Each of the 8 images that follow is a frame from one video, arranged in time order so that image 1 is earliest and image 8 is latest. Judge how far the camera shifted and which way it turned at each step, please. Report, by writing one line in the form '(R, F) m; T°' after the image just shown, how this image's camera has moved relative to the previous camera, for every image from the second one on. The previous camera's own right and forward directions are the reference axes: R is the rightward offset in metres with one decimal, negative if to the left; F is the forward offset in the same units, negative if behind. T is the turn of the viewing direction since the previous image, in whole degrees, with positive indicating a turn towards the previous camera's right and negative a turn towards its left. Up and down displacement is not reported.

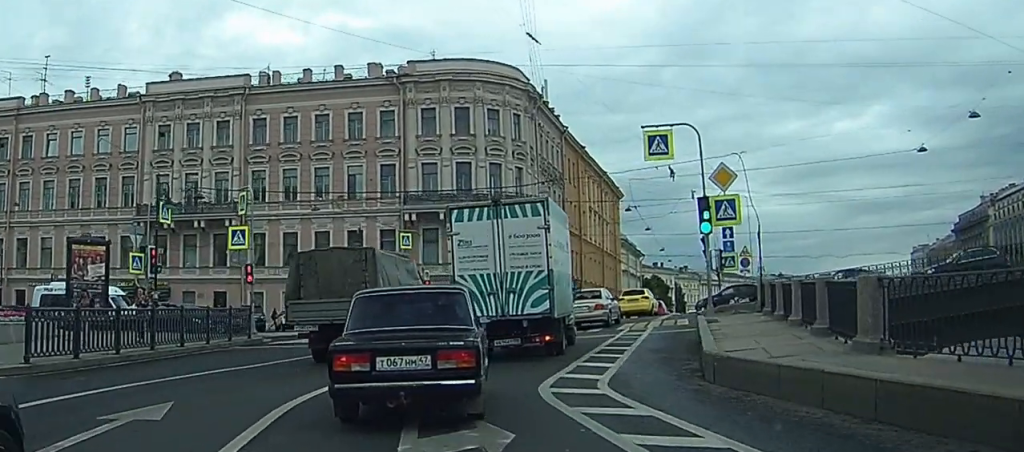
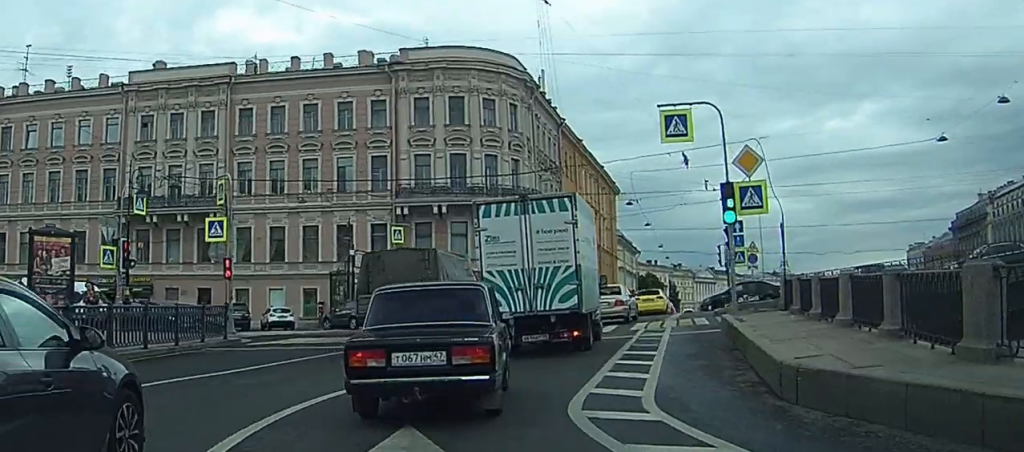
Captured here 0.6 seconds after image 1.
(+0.1, +2.7) m; +5°
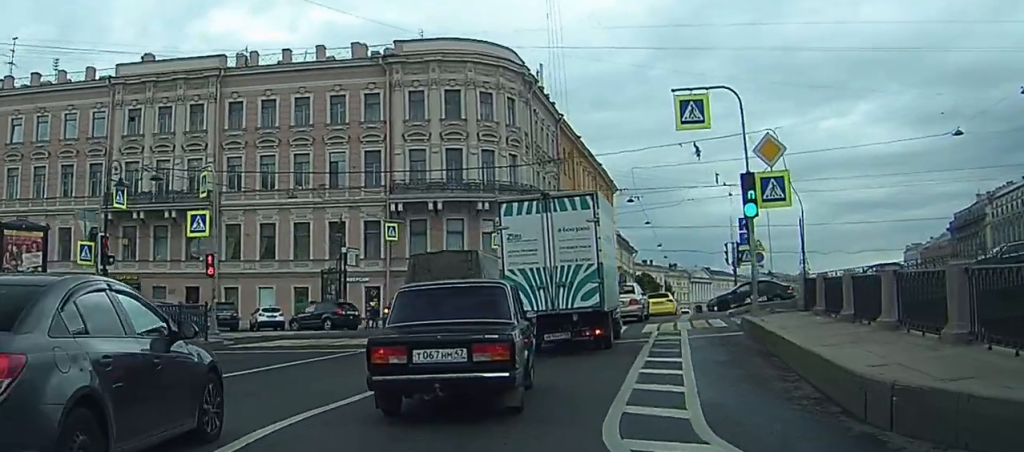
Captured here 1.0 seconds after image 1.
(0.0, +2.0) m; +3°
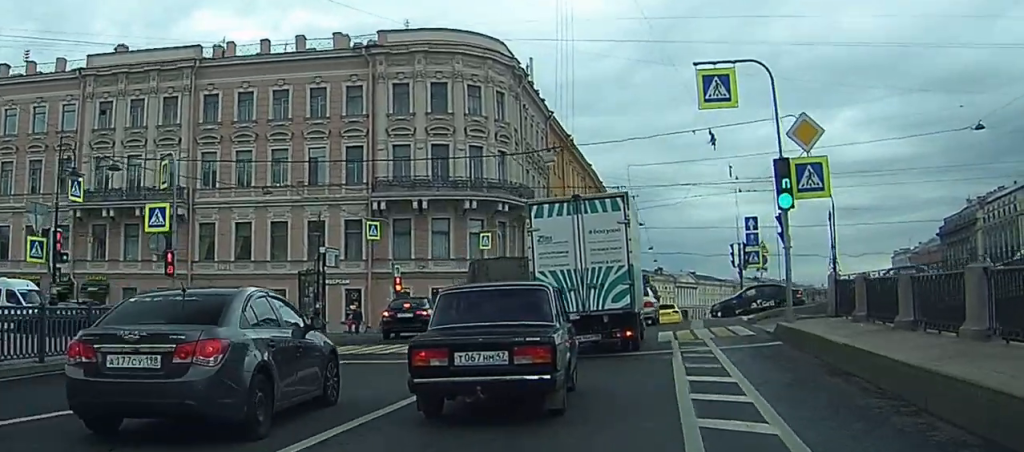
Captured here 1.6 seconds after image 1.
(+0.2, +3.4) m; +3°
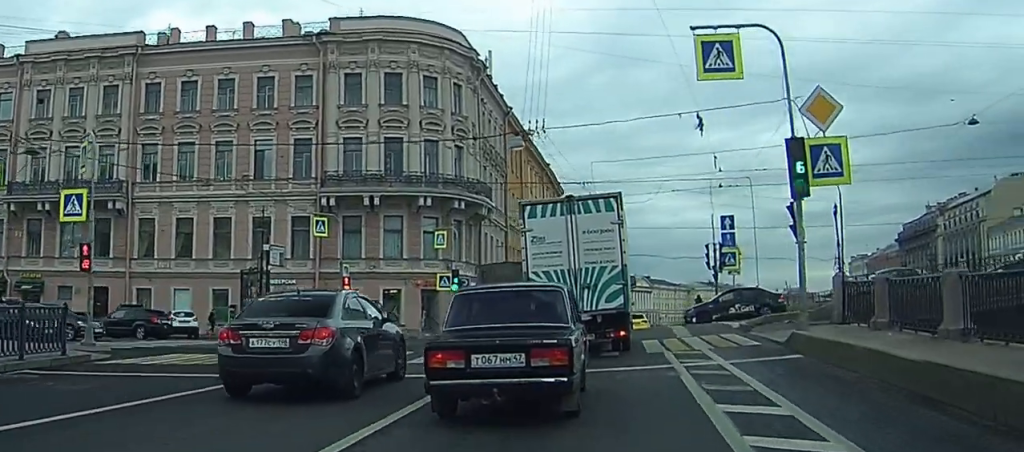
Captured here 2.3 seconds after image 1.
(0.0, +3.5) m; +1°
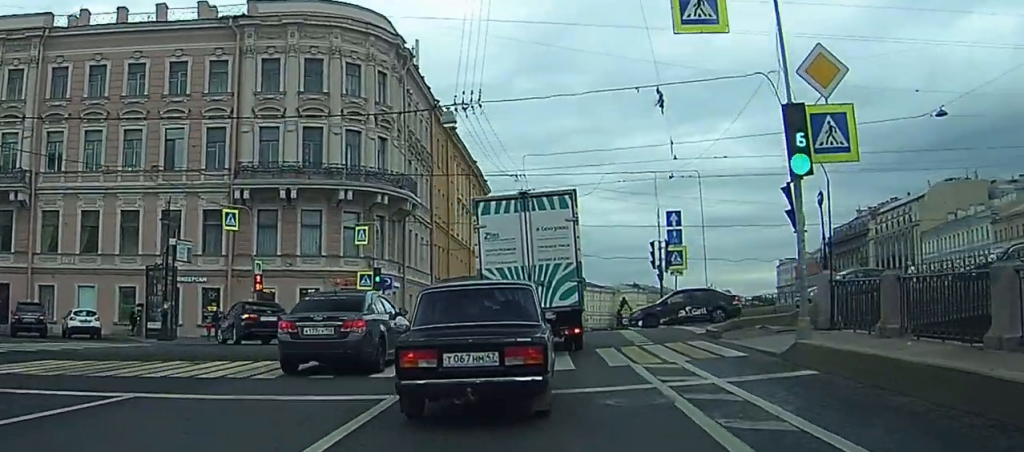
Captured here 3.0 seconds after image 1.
(0.0, +3.5) m; +1°
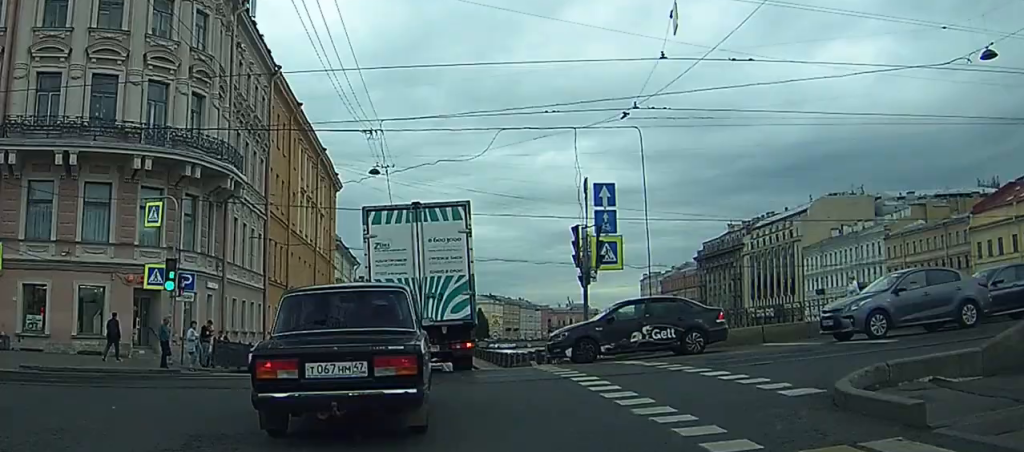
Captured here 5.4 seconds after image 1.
(+1.3, +12.9) m; +10°
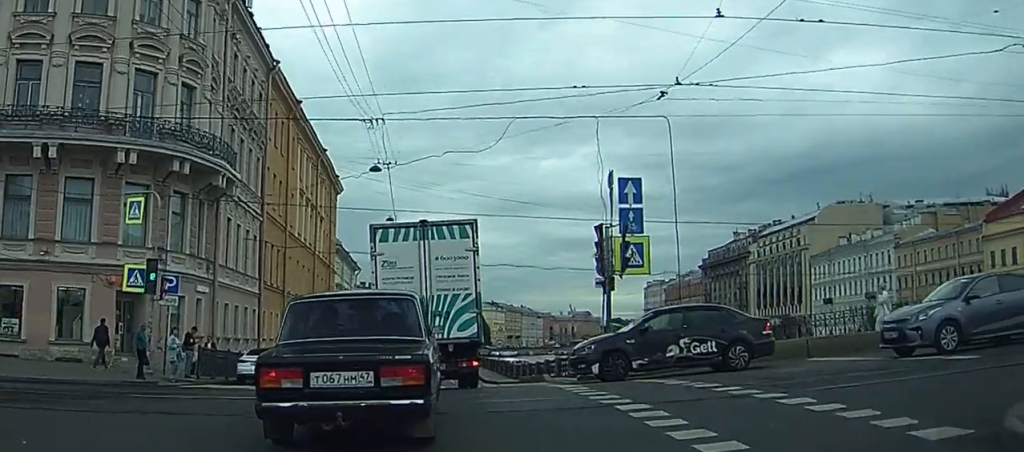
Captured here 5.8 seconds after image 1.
(0.0, +2.6) m; 0°
